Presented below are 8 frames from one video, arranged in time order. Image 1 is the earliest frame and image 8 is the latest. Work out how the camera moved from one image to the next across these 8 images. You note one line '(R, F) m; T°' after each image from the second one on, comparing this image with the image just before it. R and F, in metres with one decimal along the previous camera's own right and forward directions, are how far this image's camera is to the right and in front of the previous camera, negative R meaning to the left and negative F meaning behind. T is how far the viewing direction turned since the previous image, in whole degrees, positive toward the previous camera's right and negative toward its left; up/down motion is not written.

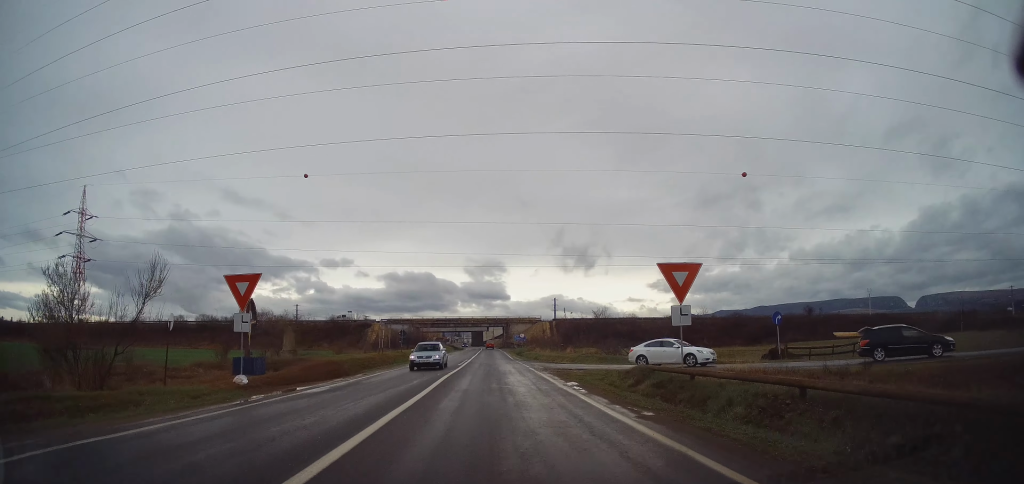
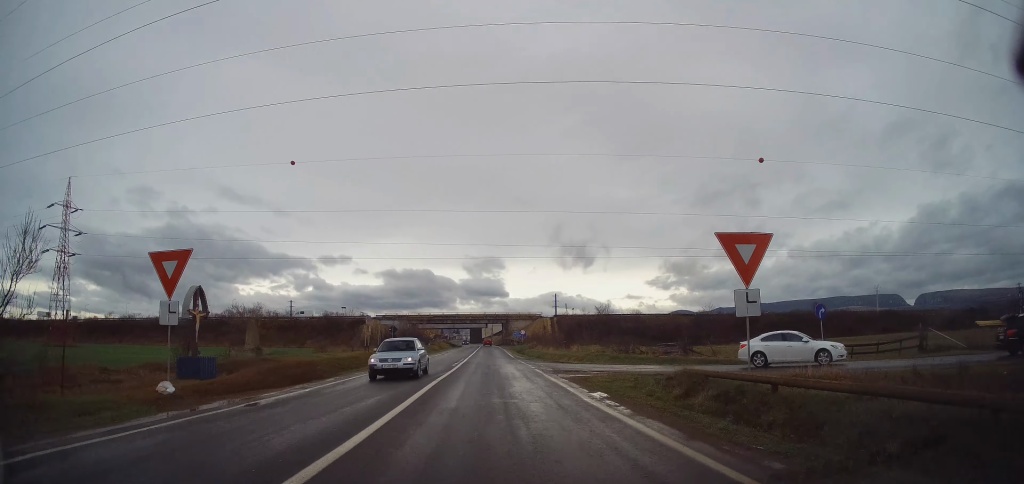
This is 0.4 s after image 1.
(0.0, +4.7) m; +1°
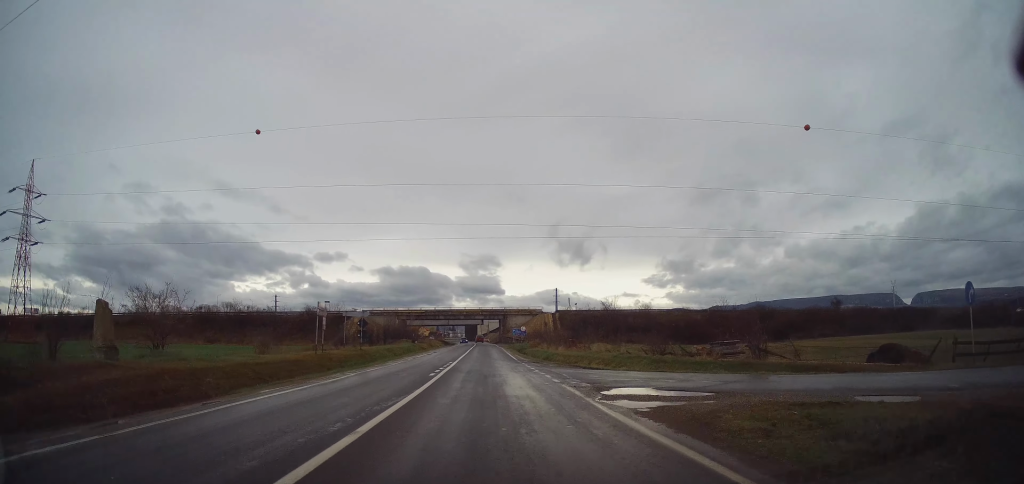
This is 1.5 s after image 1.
(+0.3, +10.7) m; +1°
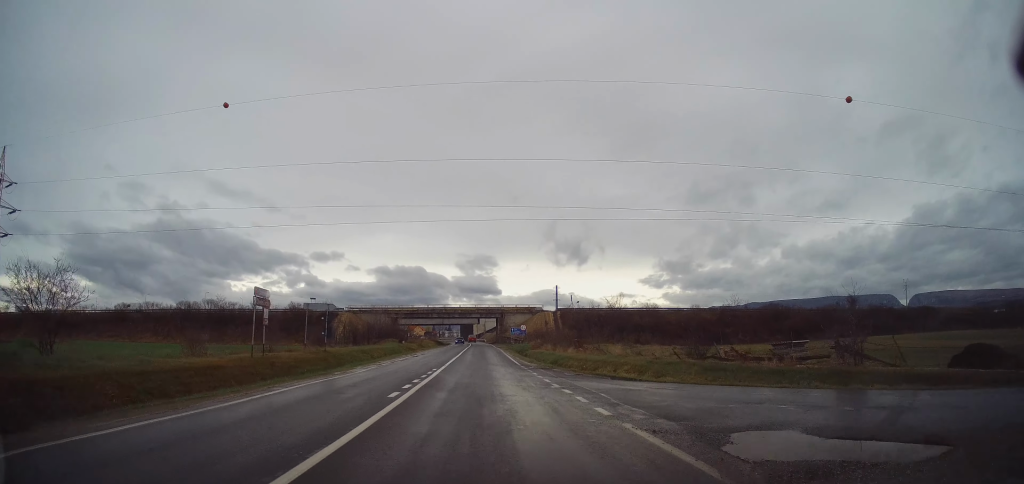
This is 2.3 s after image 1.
(-0.1, +7.8) m; +1°
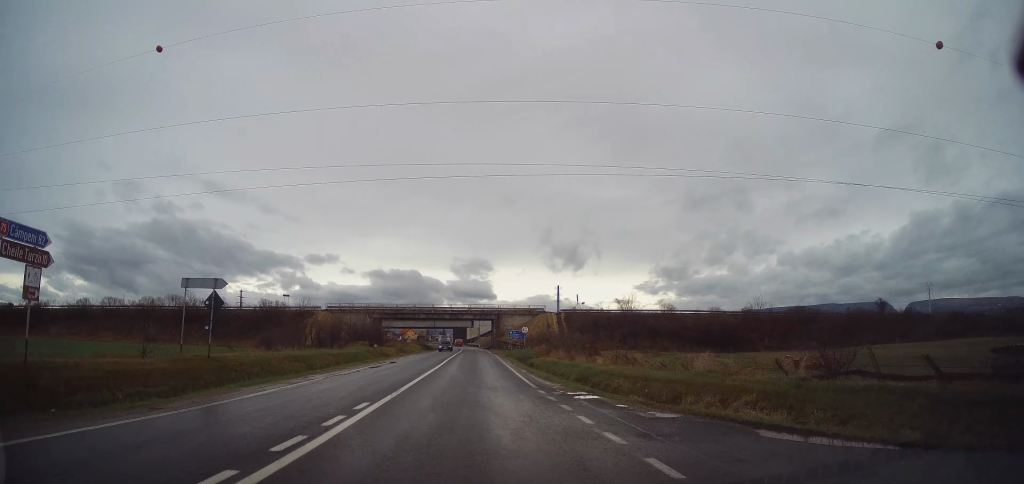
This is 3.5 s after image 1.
(+0.3, +12.3) m; +1°
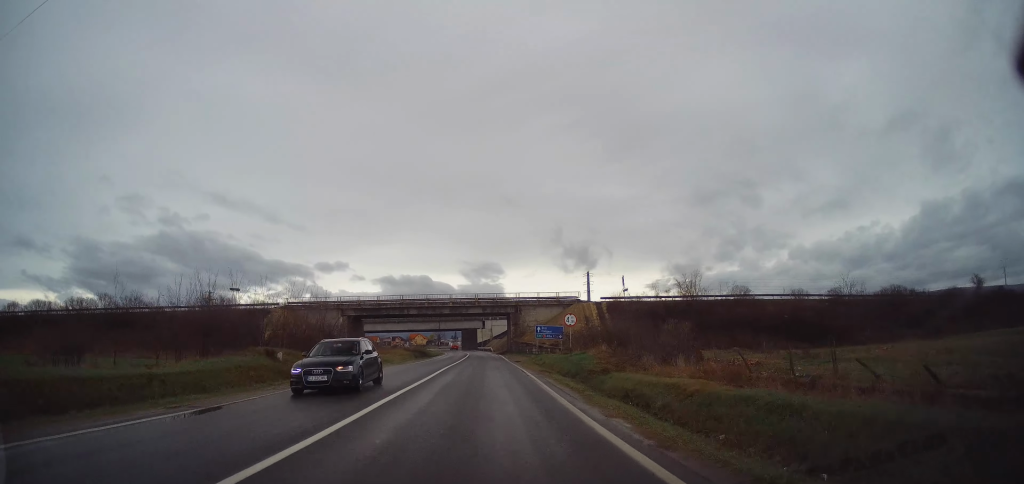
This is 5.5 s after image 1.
(-0.7, +23.6) m; -3°
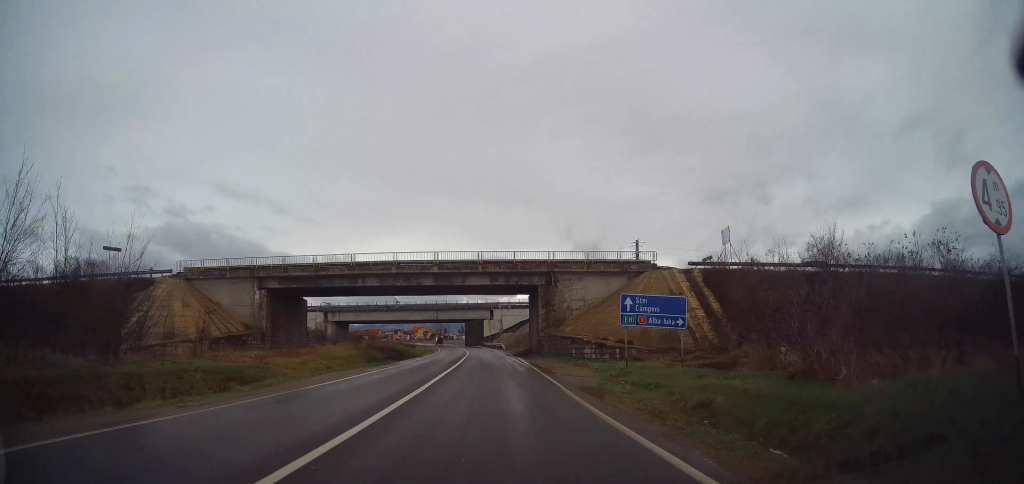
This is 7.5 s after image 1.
(+0.3, +27.5) m; +1°
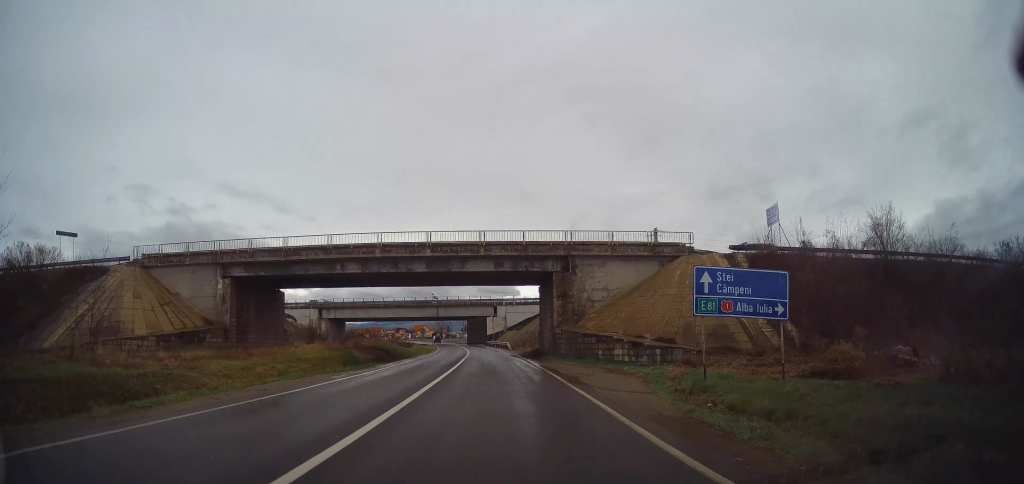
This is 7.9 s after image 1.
(0.0, +6.8) m; -1°
